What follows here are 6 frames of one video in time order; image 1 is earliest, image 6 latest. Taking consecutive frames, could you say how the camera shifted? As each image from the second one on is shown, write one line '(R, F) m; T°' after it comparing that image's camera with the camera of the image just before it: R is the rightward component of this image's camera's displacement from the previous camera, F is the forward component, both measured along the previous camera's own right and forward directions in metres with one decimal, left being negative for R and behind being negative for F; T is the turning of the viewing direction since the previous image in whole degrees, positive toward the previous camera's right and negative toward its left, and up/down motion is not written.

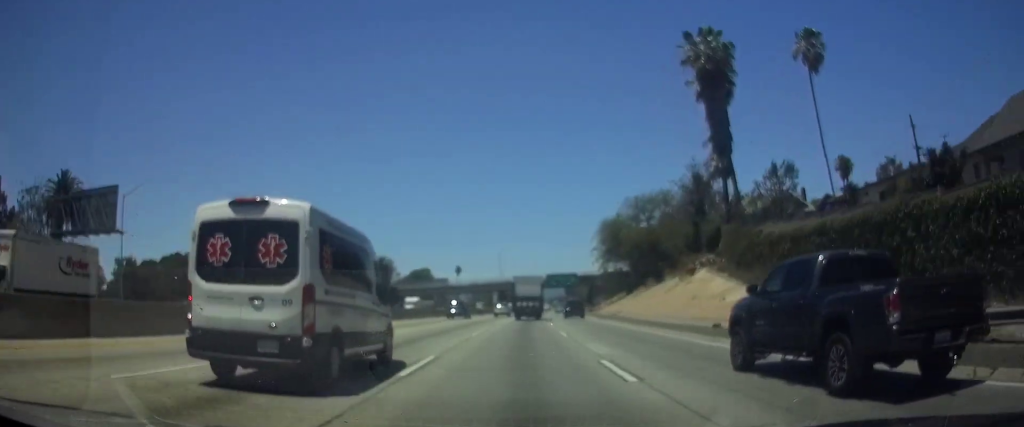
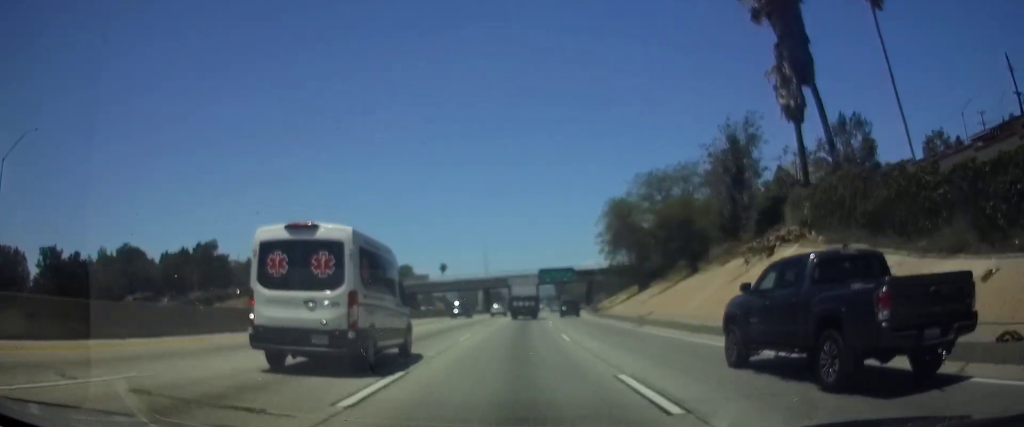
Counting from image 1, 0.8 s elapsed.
(+0.1, +17.8) m; +1°
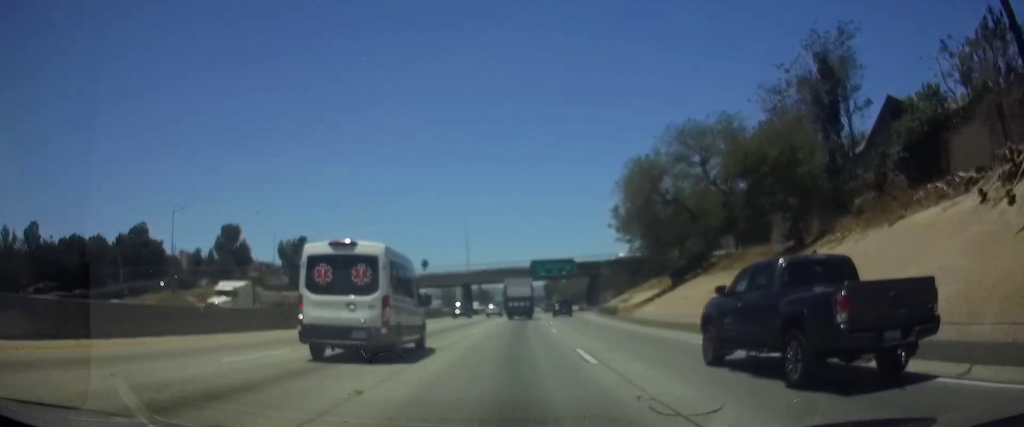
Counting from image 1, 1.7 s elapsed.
(+0.2, +22.5) m; +1°
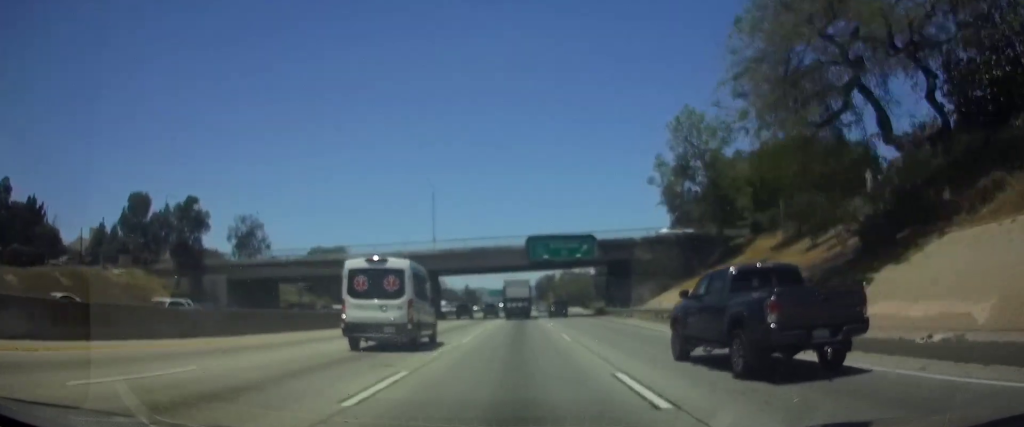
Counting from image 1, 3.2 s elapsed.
(+0.3, +35.2) m; +1°
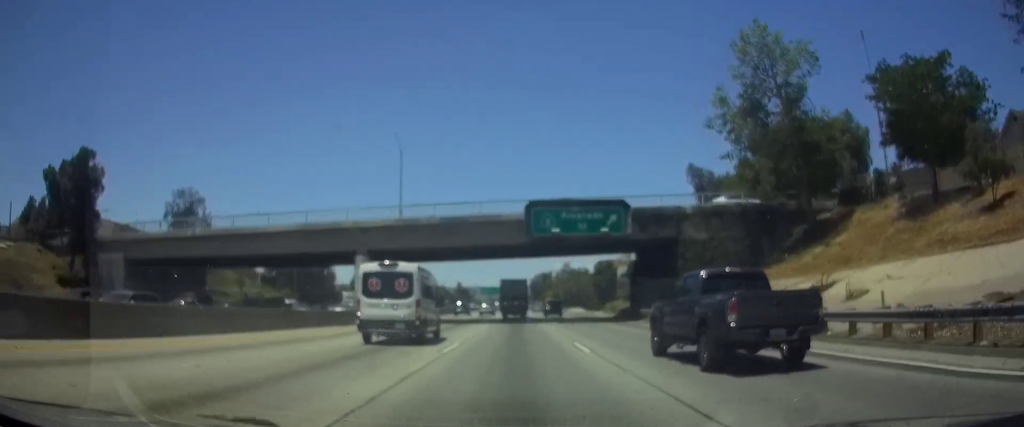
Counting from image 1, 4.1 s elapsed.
(0.0, +20.4) m; 0°
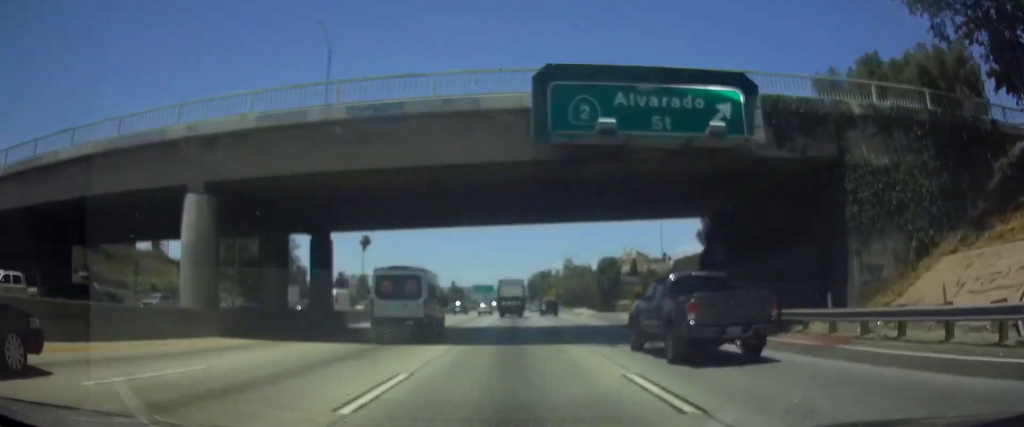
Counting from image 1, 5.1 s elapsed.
(+0.1, +23.7) m; 0°
